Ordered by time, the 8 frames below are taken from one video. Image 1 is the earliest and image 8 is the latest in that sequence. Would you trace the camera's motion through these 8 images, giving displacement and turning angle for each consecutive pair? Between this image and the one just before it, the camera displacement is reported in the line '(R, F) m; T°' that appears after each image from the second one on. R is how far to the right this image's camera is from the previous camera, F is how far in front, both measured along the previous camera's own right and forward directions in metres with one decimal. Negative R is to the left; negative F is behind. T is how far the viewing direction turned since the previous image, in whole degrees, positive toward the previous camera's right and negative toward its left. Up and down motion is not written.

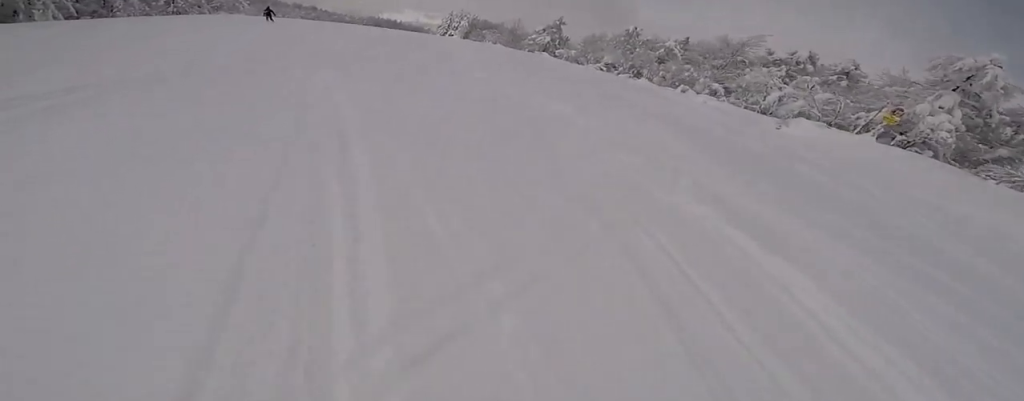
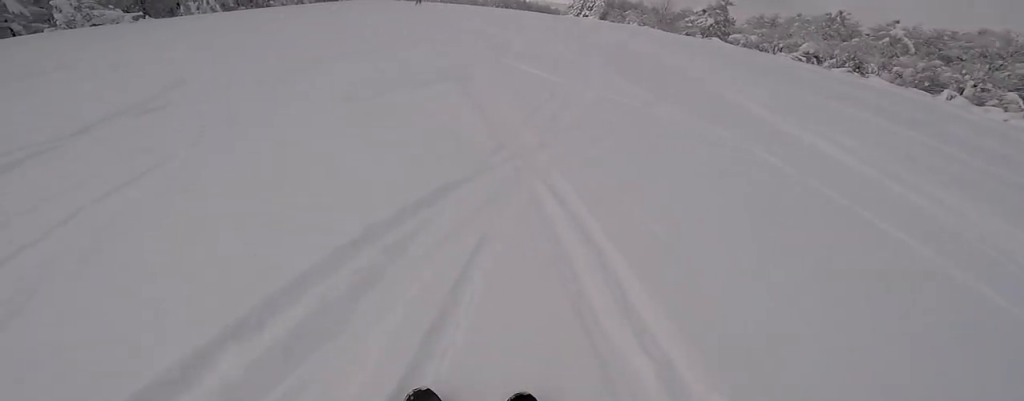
(-0.3, +6.0) m; -25°
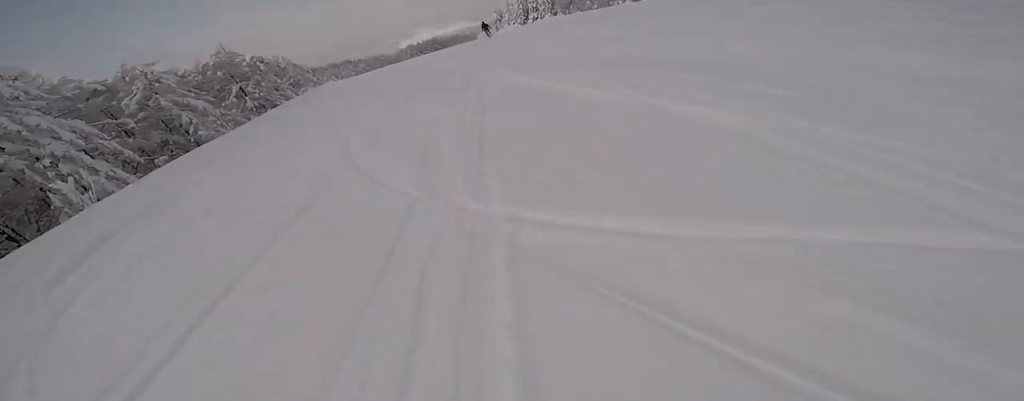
(-2.7, +19.9) m; +28°
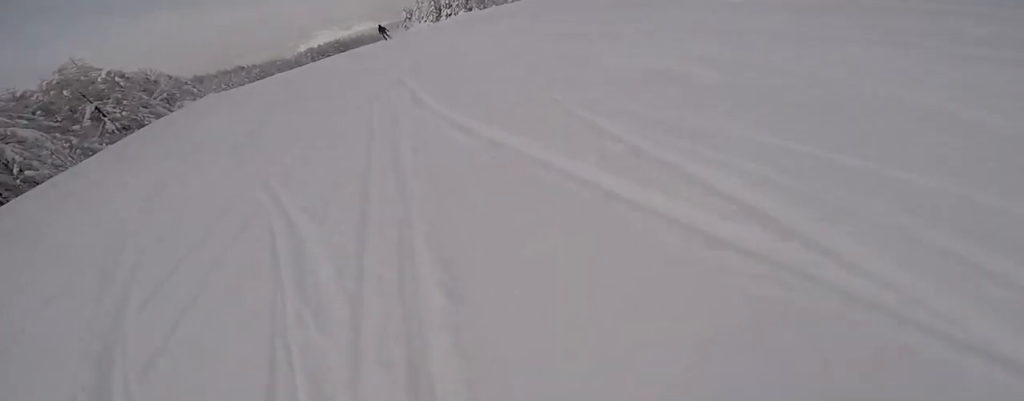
(+0.4, +3.7) m; +14°
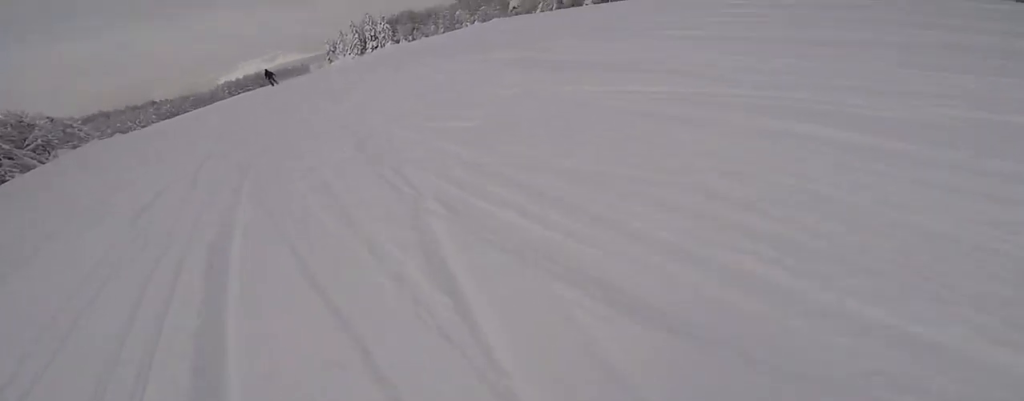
(+0.8, +4.4) m; +11°
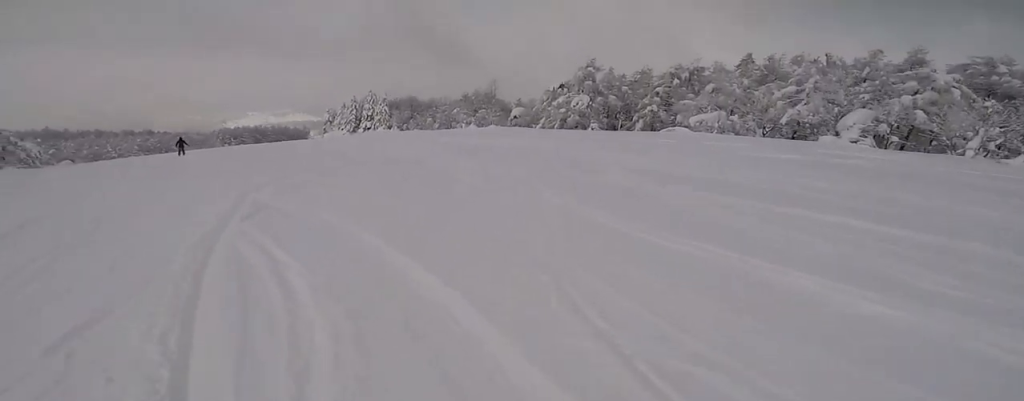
(+1.0, +6.8) m; +1°
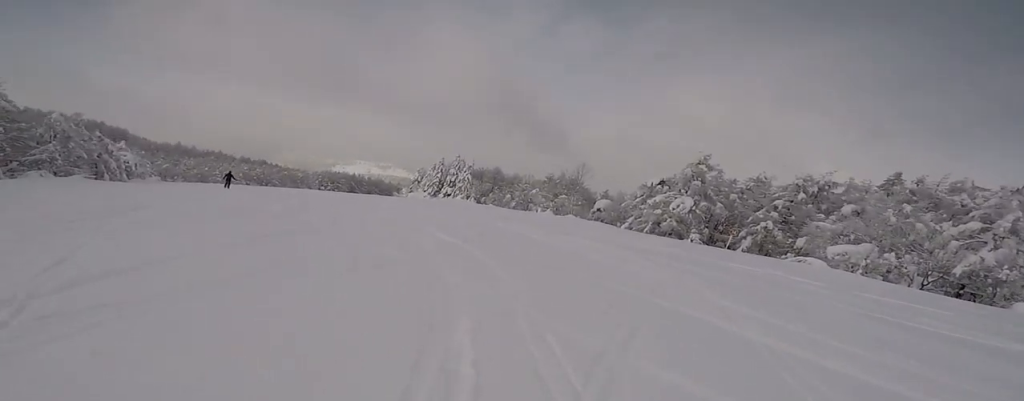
(0.0, +5.7) m; -14°
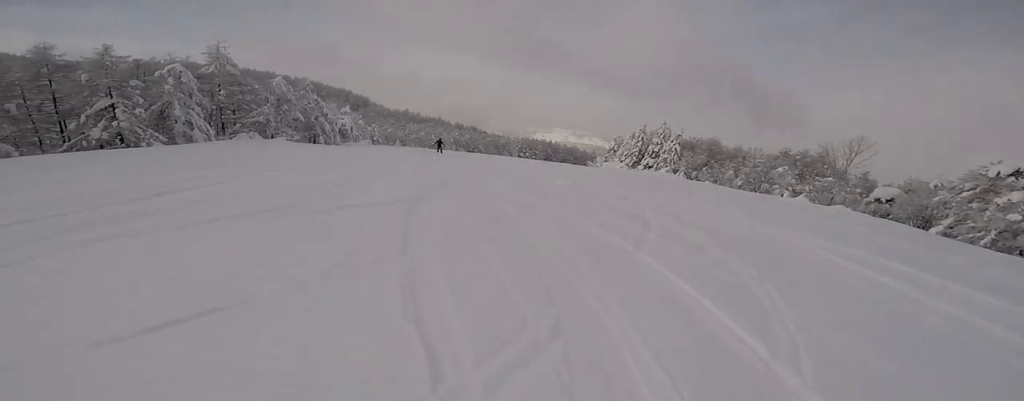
(-2.7, +7.8) m; -29°
